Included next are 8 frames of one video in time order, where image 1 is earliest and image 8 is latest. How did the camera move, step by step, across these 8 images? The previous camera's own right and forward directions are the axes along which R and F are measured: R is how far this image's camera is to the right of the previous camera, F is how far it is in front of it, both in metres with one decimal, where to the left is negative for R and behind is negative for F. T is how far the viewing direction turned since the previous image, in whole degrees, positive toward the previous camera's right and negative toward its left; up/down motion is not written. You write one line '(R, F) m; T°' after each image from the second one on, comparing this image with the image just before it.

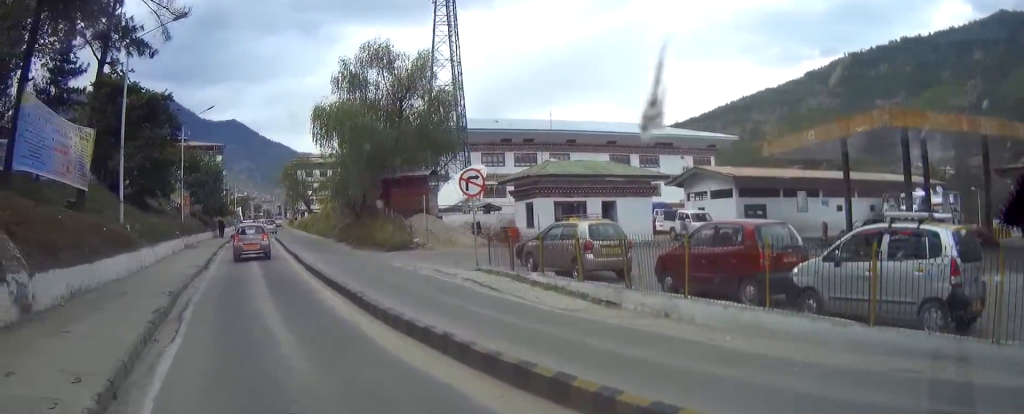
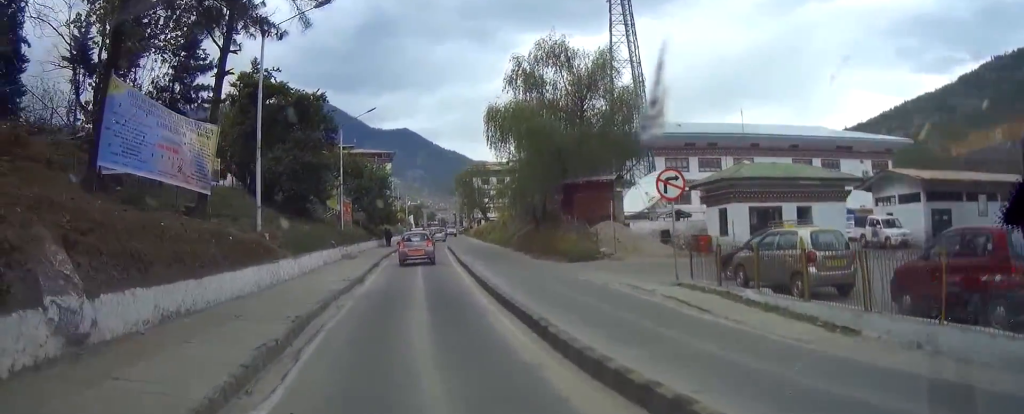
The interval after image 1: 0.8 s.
(-0.1, +2.5) m; -15°
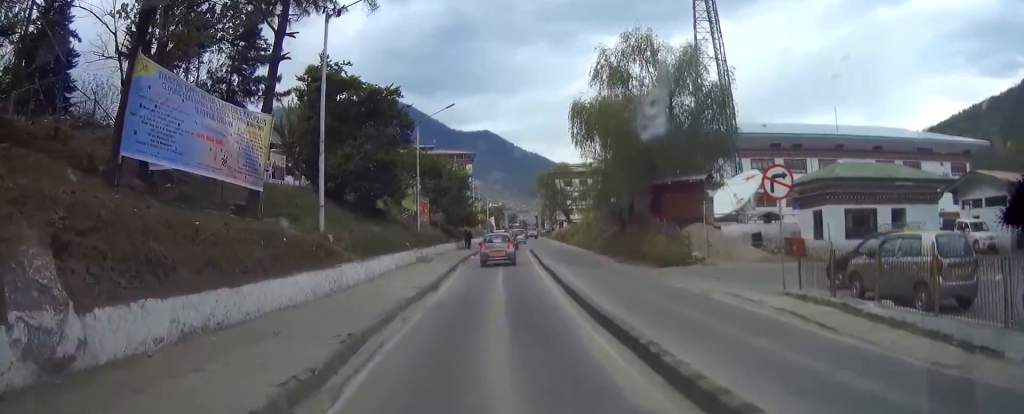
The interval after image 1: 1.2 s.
(-0.1, +1.7) m; -7°
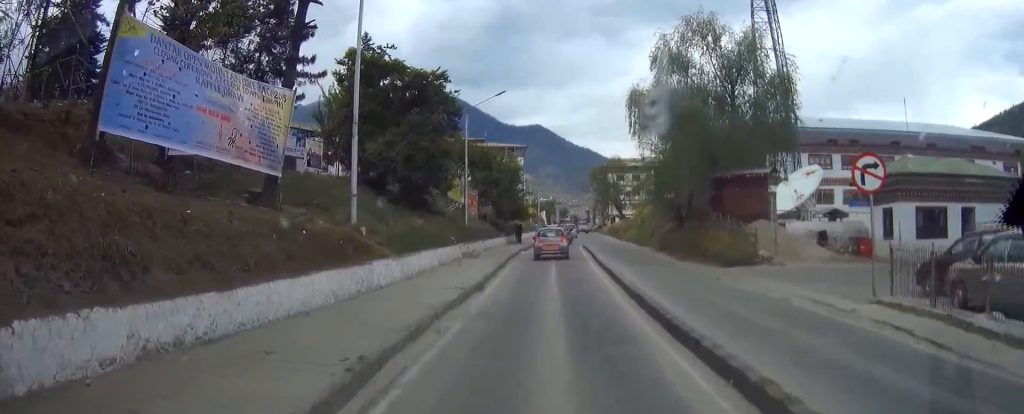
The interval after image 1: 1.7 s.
(-0.4, +2.0) m; -4°
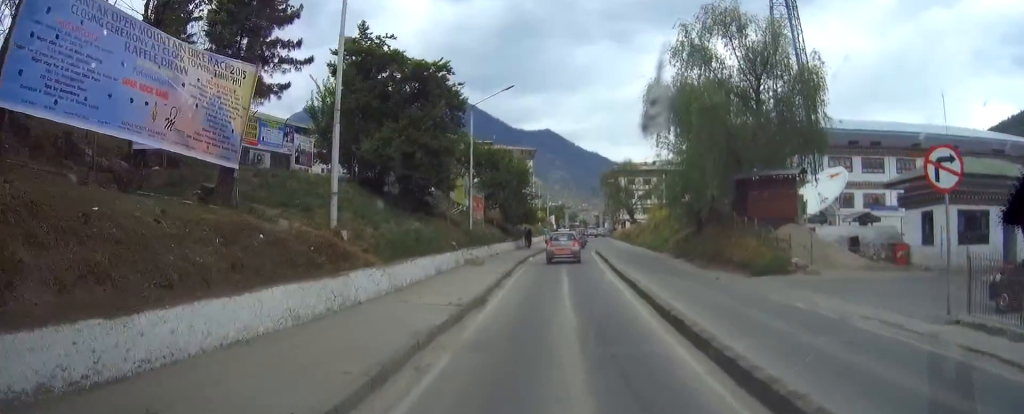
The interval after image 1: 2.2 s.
(-0.1, +2.4) m; -3°
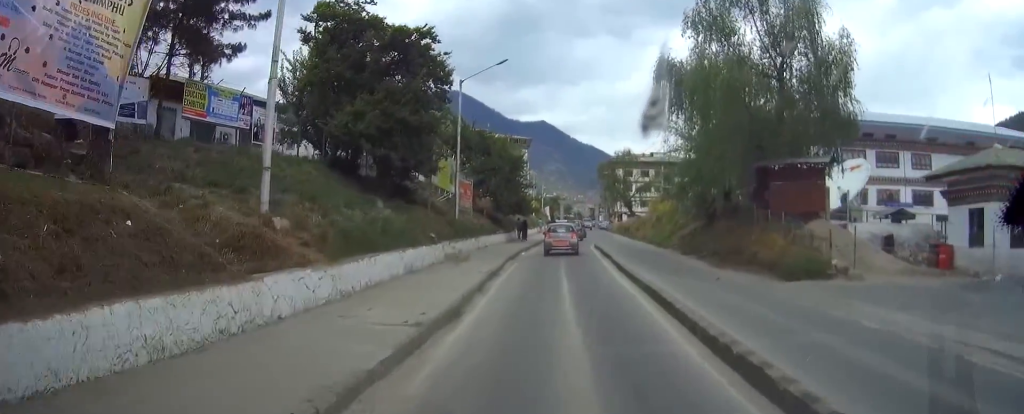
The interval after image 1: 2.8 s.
(+0.1, +3.6) m; 0°
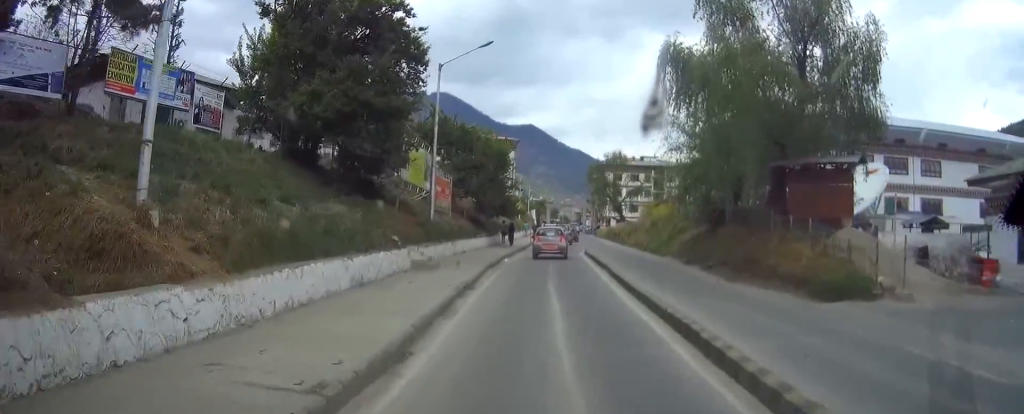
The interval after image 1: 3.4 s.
(0.0, +3.6) m; 0°
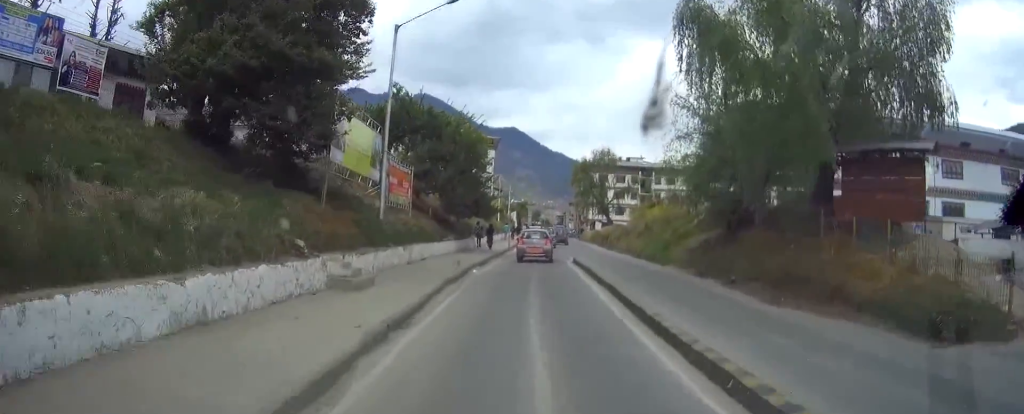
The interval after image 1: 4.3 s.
(-0.1, +6.0) m; -1°
